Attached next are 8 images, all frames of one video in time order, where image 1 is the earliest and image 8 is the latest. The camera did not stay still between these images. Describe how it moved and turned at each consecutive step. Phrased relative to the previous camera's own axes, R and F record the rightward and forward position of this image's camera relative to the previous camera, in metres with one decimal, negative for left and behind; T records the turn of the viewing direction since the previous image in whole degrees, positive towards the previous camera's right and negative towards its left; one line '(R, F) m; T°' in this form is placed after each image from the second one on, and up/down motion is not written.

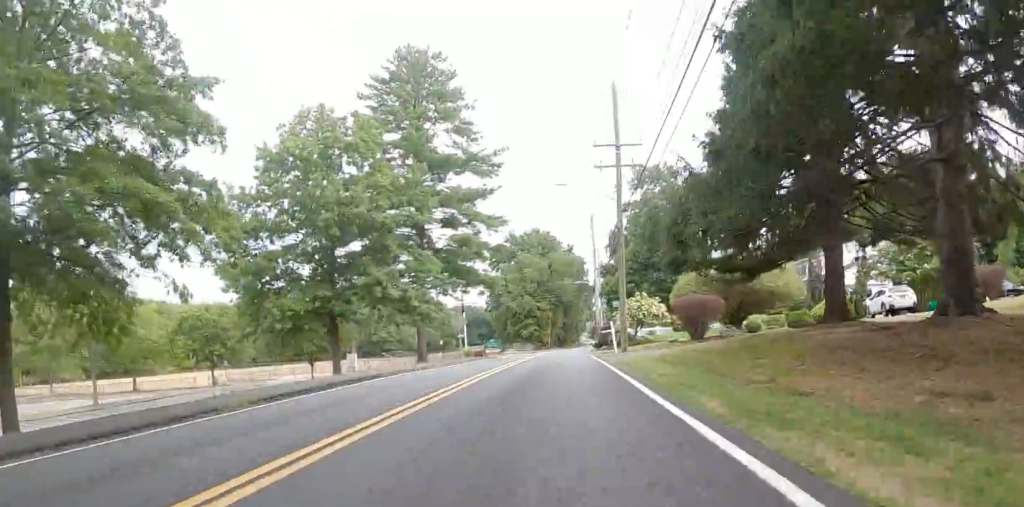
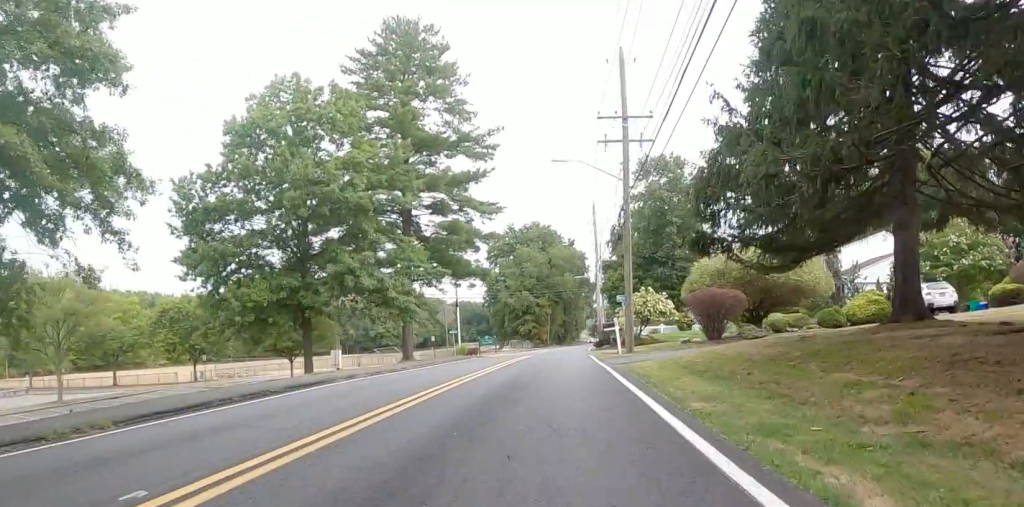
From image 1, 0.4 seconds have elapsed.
(0.0, +3.6) m; 0°
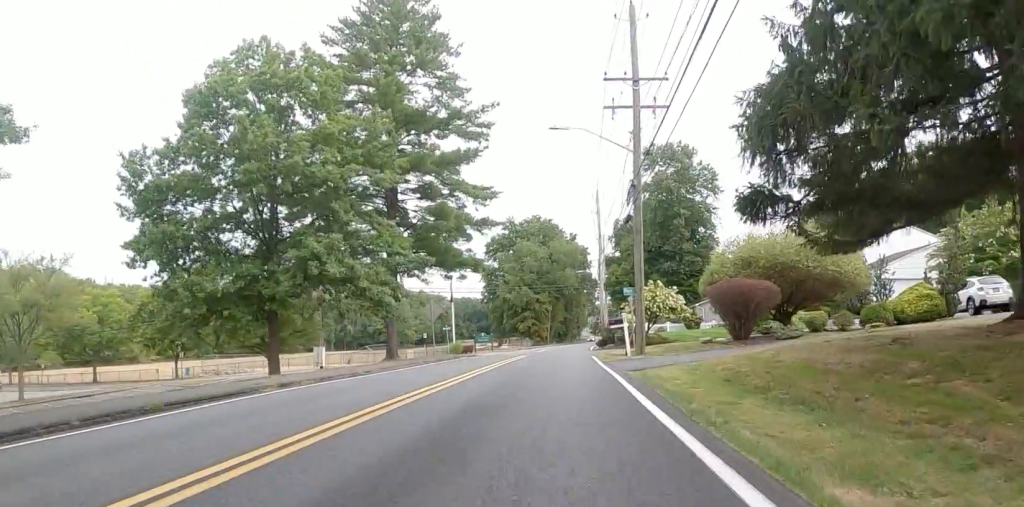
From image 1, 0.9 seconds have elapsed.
(0.0, +3.8) m; 0°
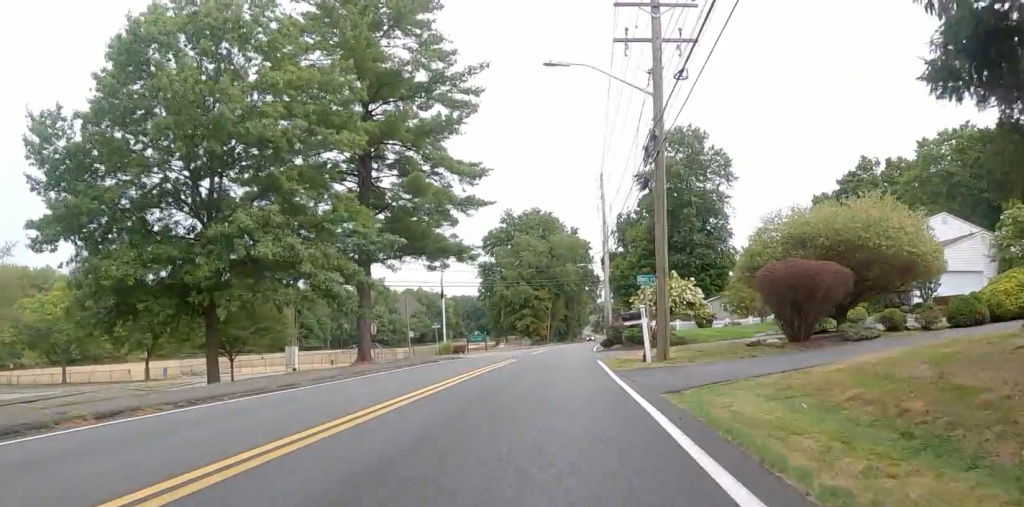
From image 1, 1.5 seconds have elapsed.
(0.0, +5.2) m; 0°
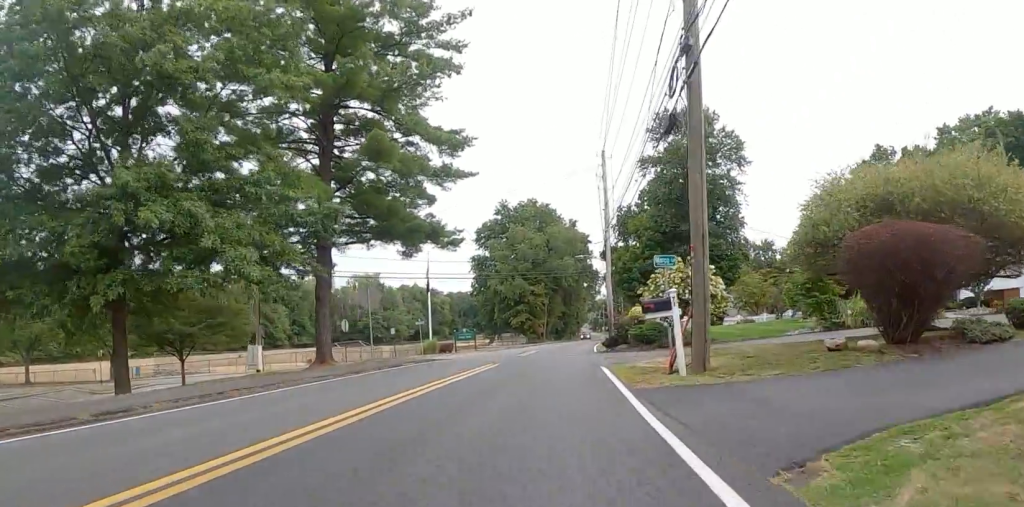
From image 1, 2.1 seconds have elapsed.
(0.0, +5.1) m; 0°
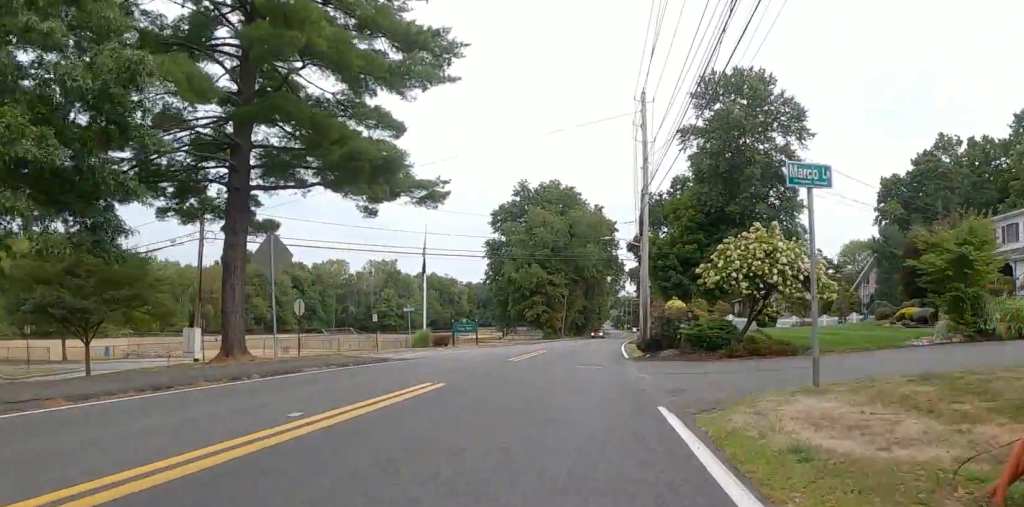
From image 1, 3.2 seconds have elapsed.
(0.0, +9.0) m; 0°
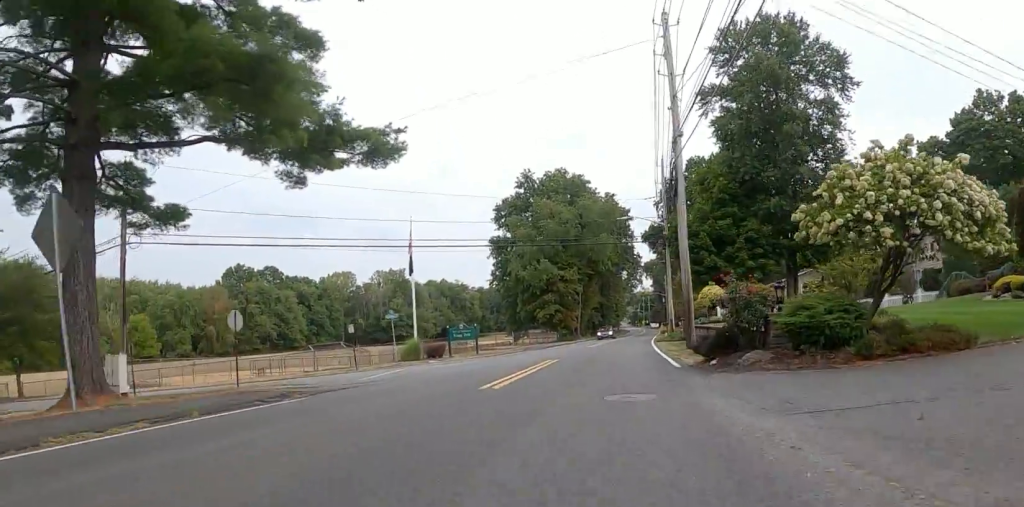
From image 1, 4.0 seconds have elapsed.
(0.0, +7.1) m; +2°
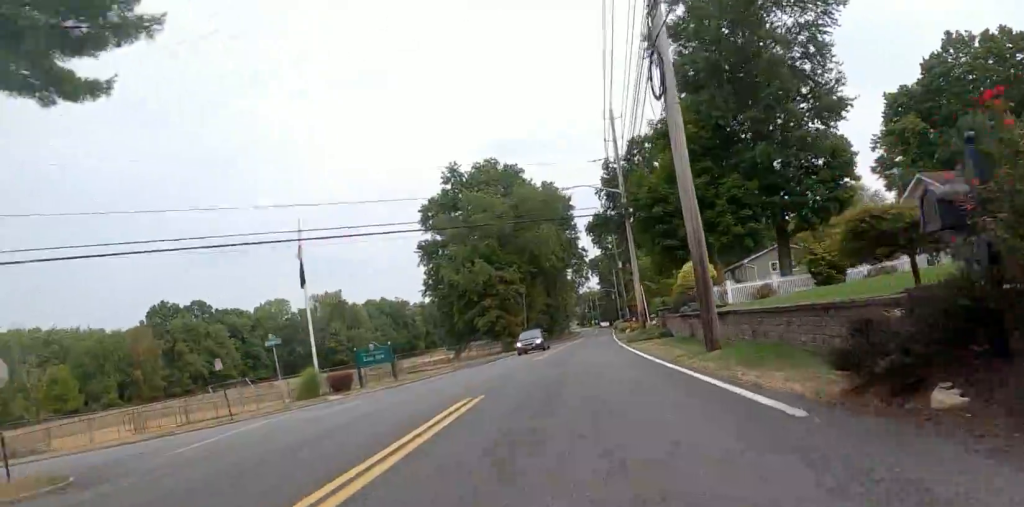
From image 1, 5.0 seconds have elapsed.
(+0.3, +8.8) m; +9°
